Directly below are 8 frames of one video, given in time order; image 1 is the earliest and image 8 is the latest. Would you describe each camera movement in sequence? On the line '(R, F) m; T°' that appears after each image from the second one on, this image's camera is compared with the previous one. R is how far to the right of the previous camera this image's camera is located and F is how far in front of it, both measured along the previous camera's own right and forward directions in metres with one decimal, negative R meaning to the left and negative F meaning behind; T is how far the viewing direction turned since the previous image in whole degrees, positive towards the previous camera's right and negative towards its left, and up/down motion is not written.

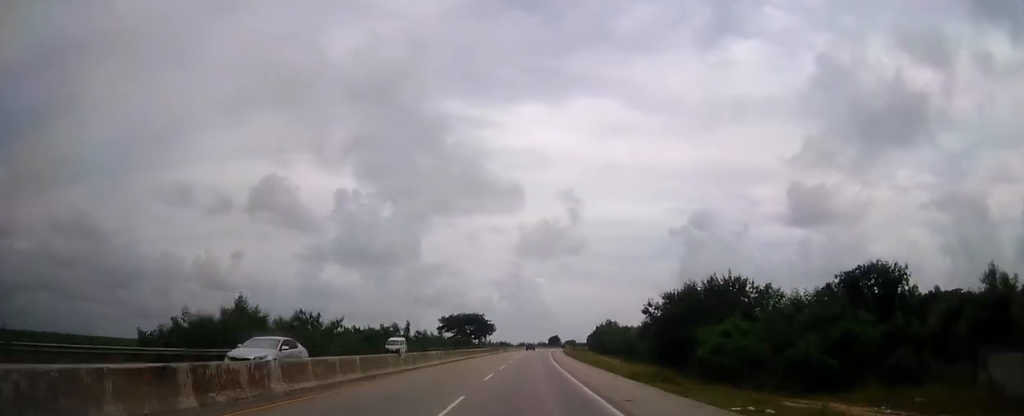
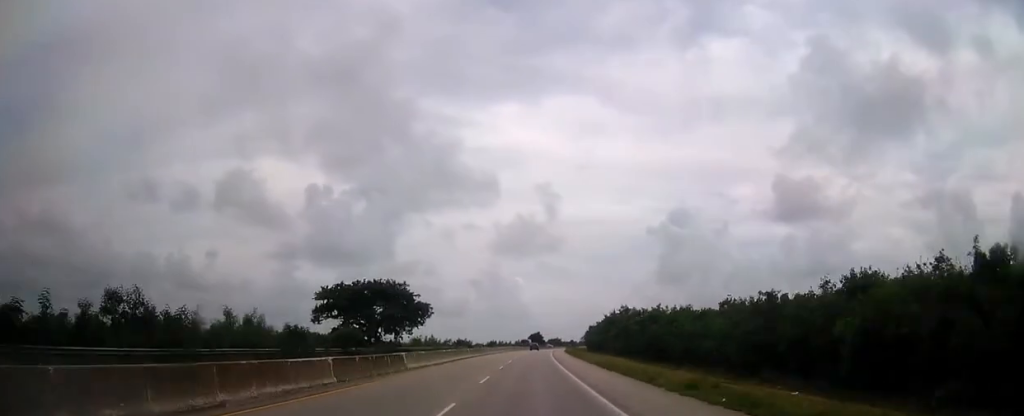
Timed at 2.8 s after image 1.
(+1.7, +83.6) m; +3°
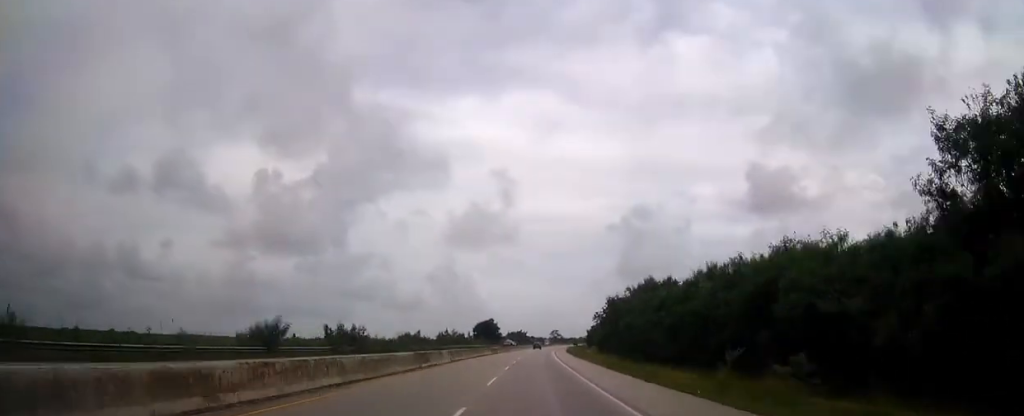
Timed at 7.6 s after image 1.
(+5.0, +141.7) m; +4°
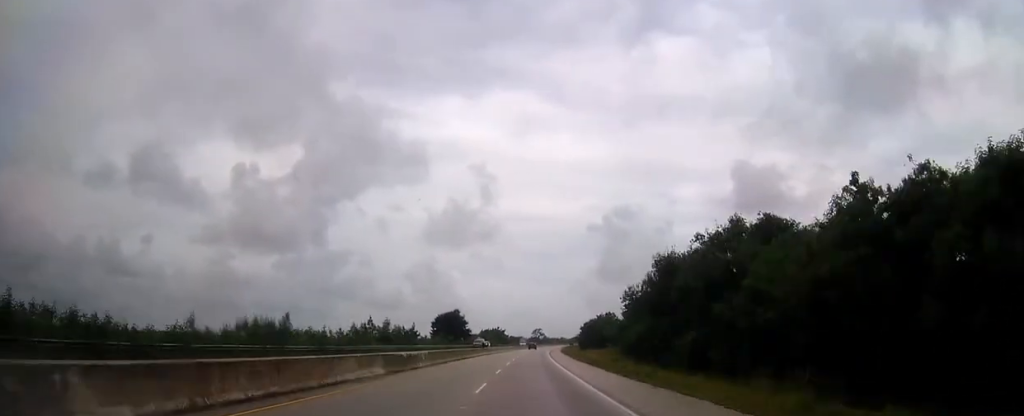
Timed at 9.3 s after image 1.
(+0.9, +49.7) m; +2°
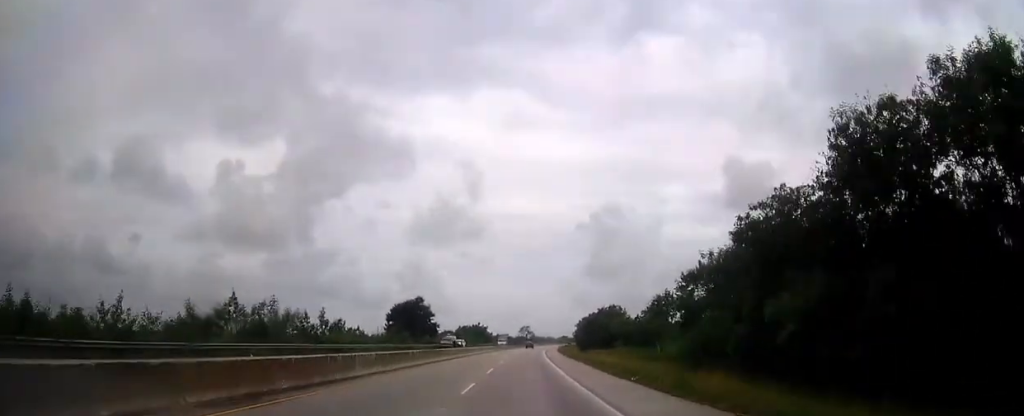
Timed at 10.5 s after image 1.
(+0.1, +34.9) m; +1°
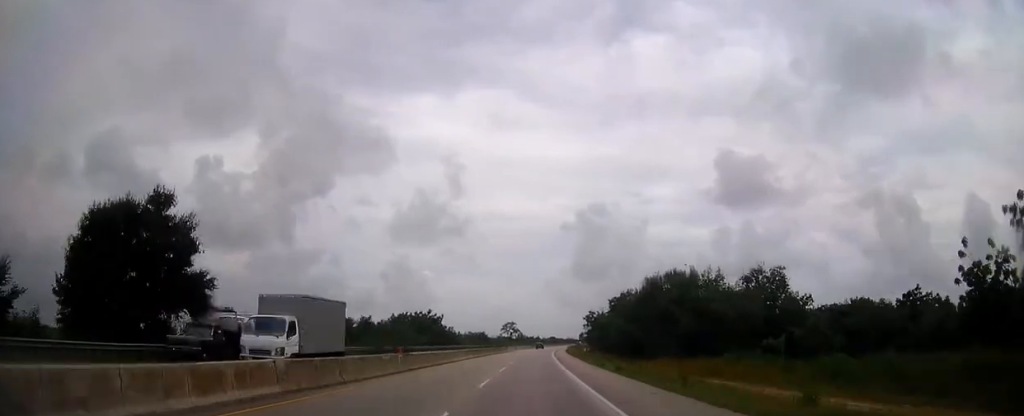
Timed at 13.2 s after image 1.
(+1.7, +78.9) m; +2°
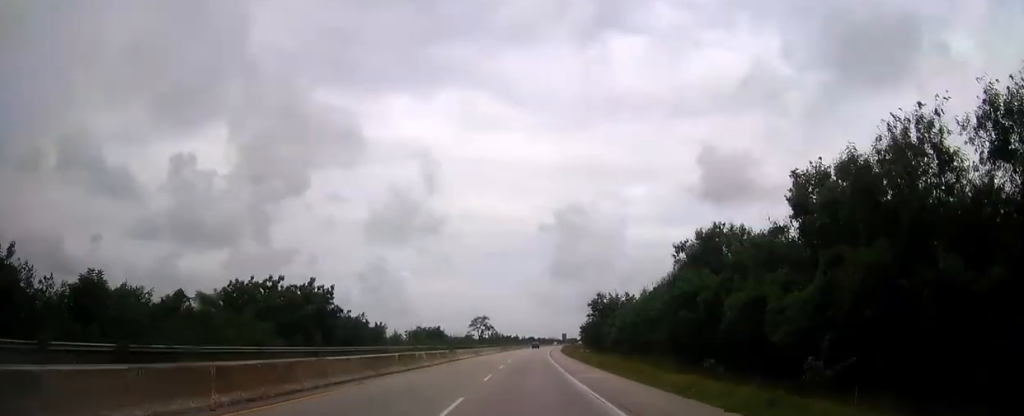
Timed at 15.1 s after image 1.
(+1.0, +54.6) m; +2°
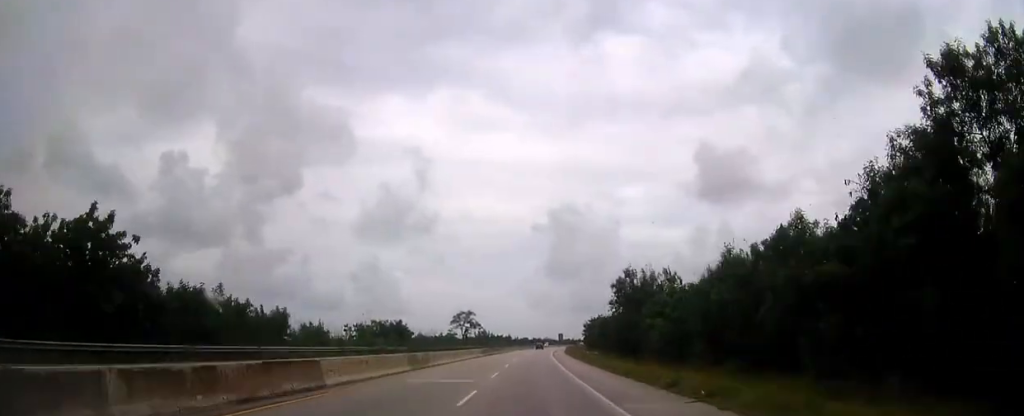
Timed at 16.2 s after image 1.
(+0.3, +31.8) m; +1°
